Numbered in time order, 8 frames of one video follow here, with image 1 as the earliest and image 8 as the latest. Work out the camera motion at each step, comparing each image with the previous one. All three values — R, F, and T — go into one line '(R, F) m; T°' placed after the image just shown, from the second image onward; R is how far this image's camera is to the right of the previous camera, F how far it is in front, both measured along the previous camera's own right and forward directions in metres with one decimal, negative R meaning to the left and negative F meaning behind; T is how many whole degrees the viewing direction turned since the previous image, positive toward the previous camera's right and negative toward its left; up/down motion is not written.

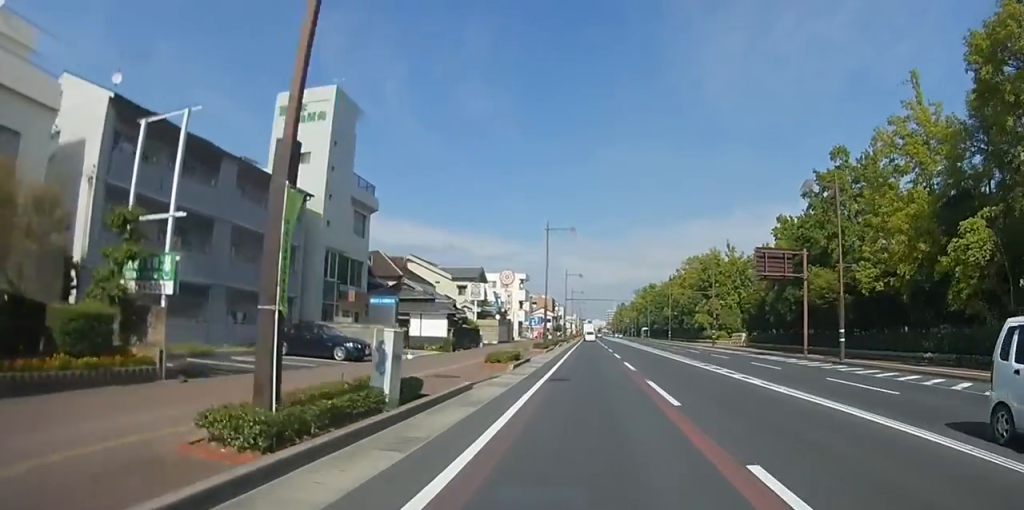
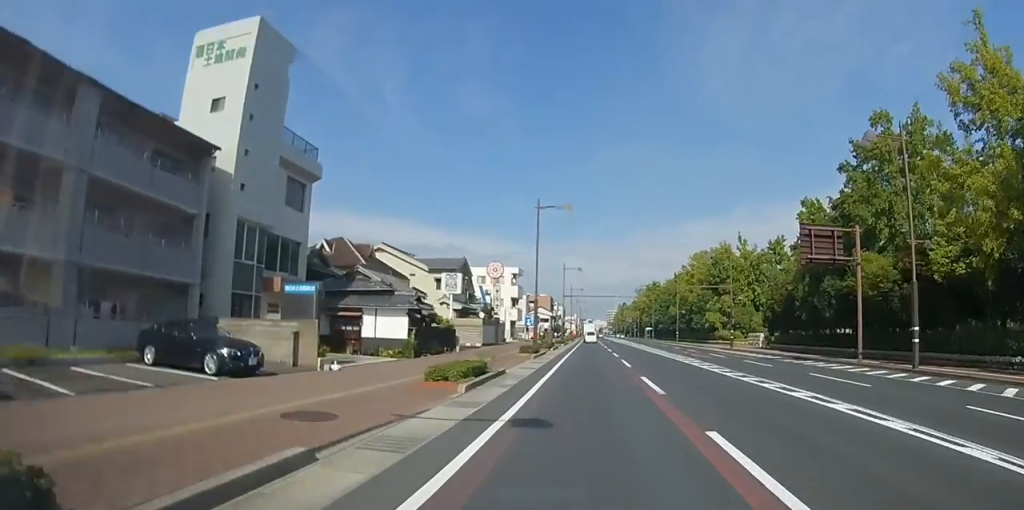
(0.0, +7.9) m; 0°
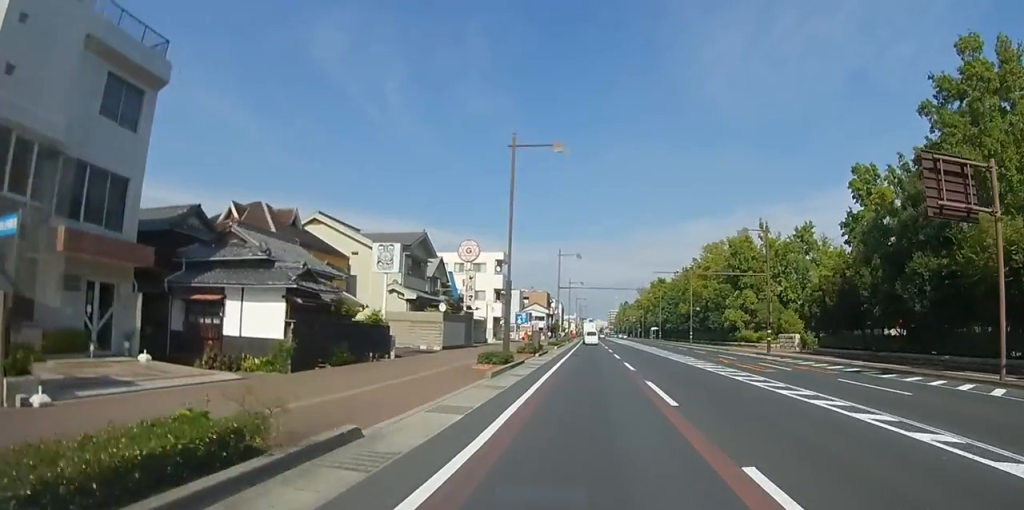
(0.0, +12.0) m; 0°
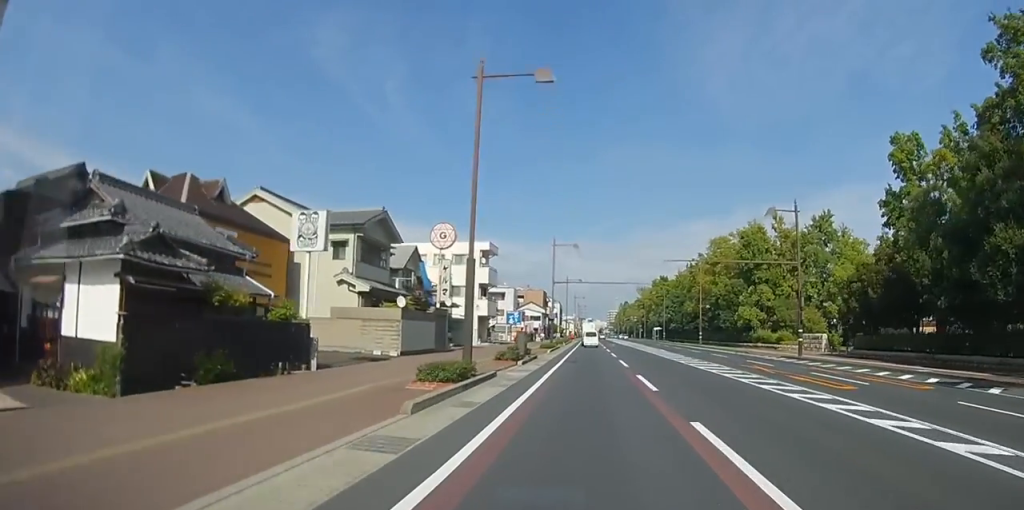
(0.0, +6.8) m; 0°
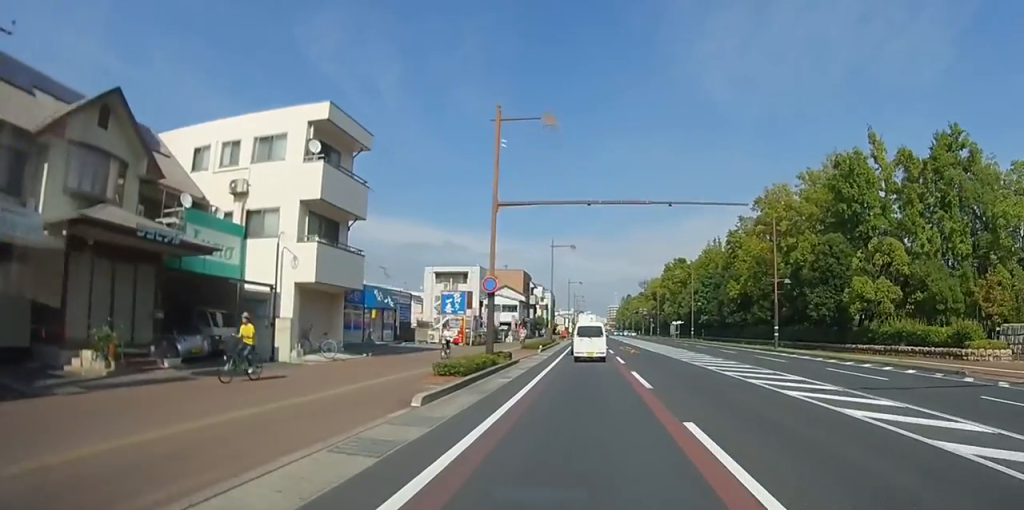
(0.0, +33.2) m; 0°
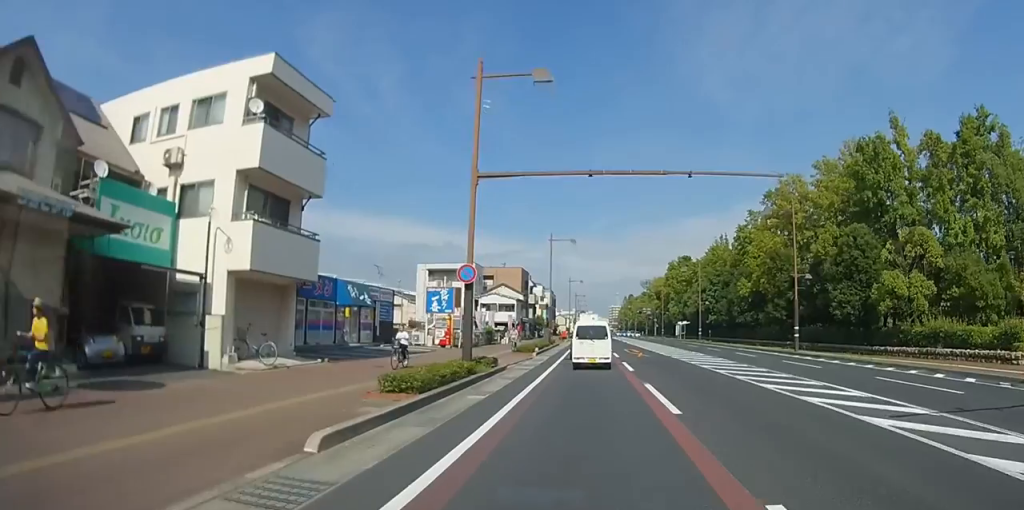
(0.0, +4.5) m; 0°
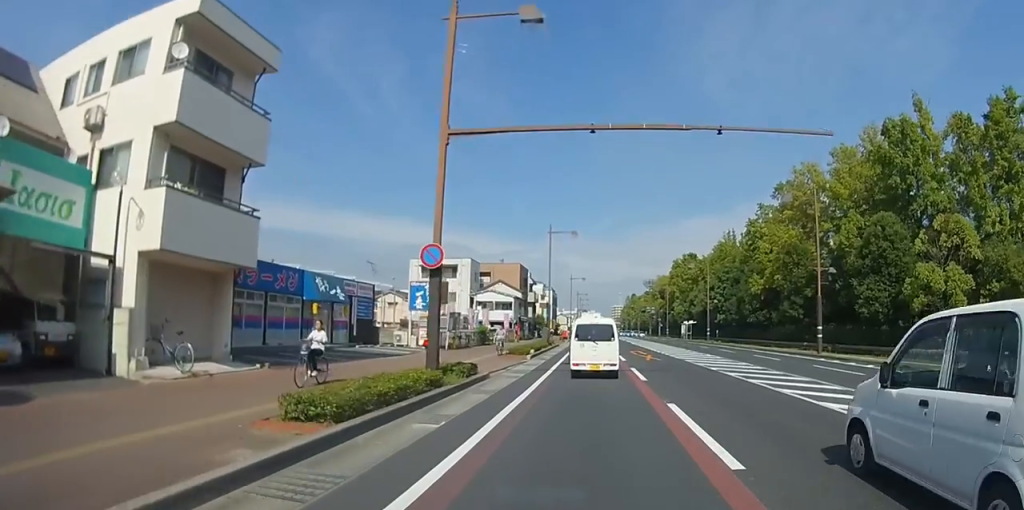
(0.0, +5.0) m; 0°
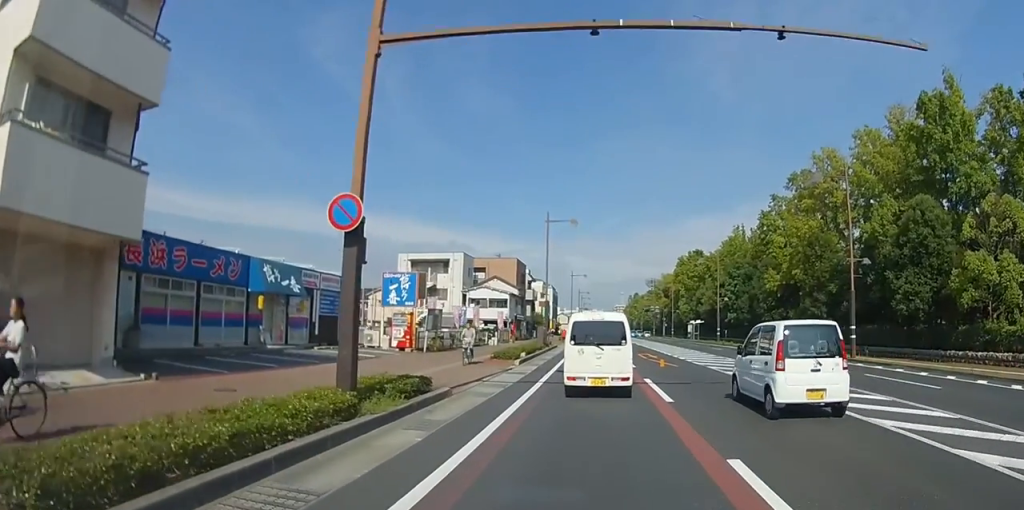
(0.0, +5.9) m; 0°
